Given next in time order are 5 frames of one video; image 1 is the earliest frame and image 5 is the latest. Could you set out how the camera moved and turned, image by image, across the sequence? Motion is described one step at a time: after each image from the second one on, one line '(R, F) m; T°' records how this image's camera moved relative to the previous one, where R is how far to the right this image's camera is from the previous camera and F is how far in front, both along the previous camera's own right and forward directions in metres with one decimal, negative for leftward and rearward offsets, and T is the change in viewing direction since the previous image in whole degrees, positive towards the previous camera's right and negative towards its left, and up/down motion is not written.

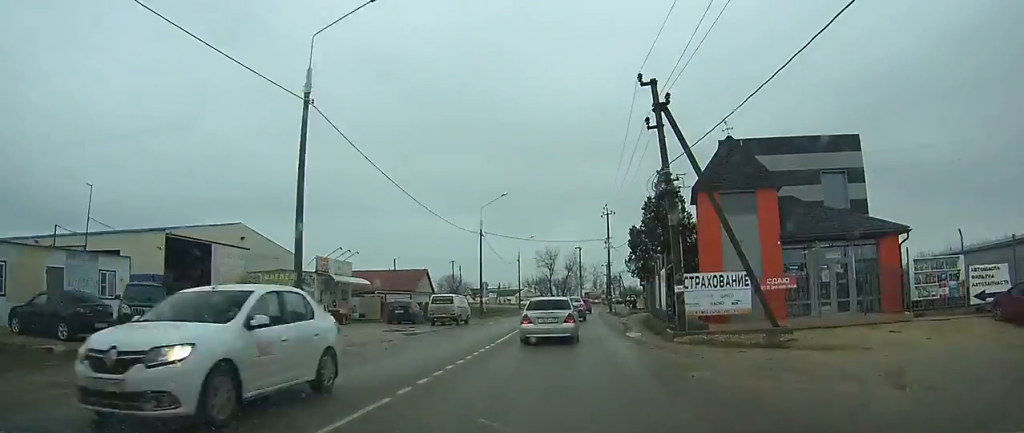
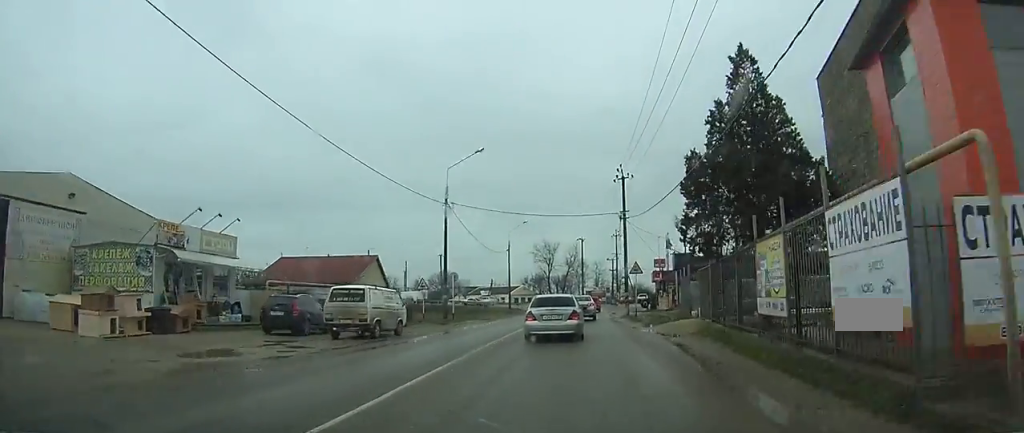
(+0.2, +15.6) m; +1°
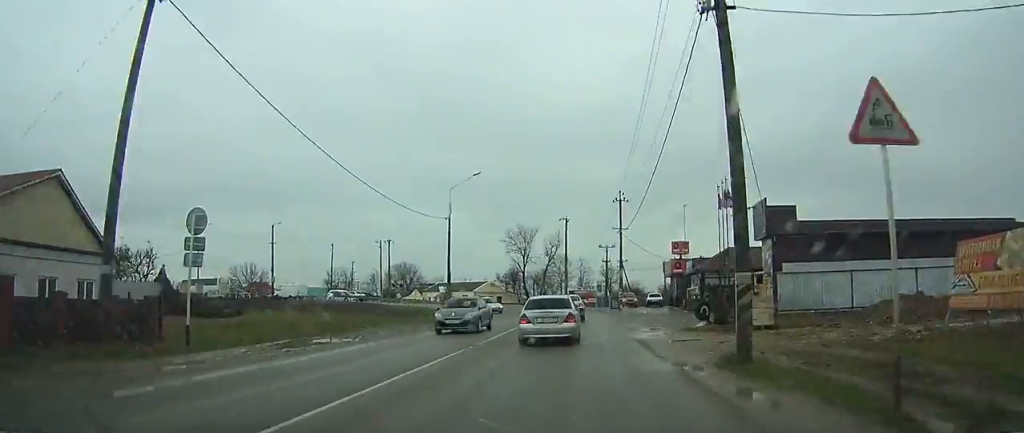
(+0.2, +28.5) m; +1°
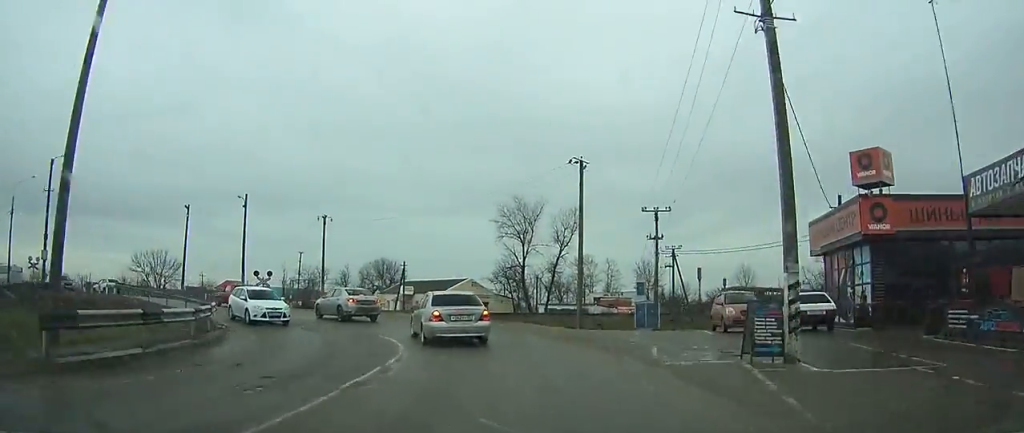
(-1.0, +35.8) m; -12°
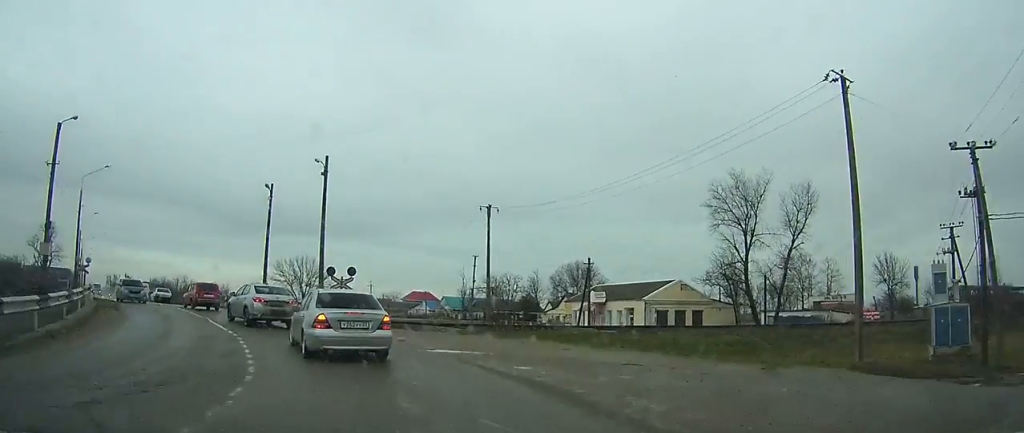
(-2.3, +14.2) m; -21°
